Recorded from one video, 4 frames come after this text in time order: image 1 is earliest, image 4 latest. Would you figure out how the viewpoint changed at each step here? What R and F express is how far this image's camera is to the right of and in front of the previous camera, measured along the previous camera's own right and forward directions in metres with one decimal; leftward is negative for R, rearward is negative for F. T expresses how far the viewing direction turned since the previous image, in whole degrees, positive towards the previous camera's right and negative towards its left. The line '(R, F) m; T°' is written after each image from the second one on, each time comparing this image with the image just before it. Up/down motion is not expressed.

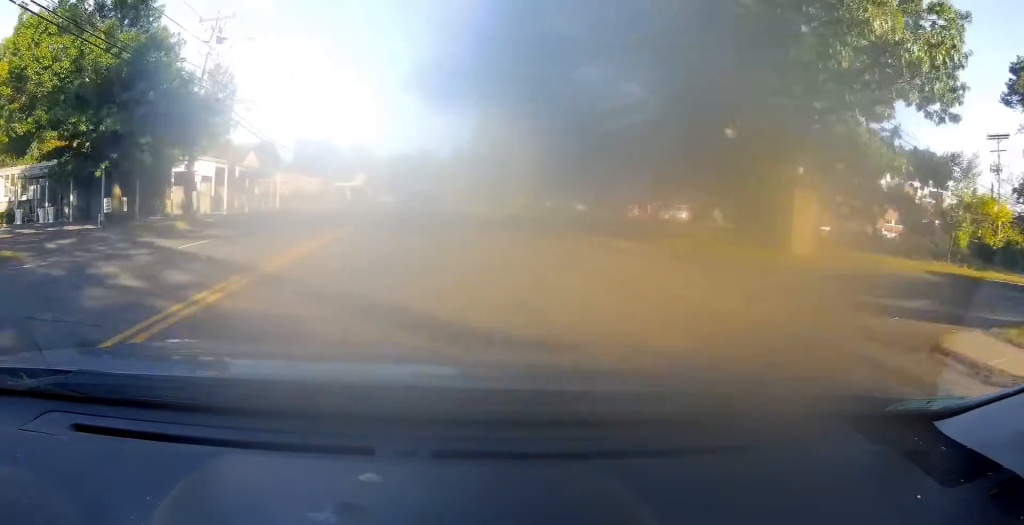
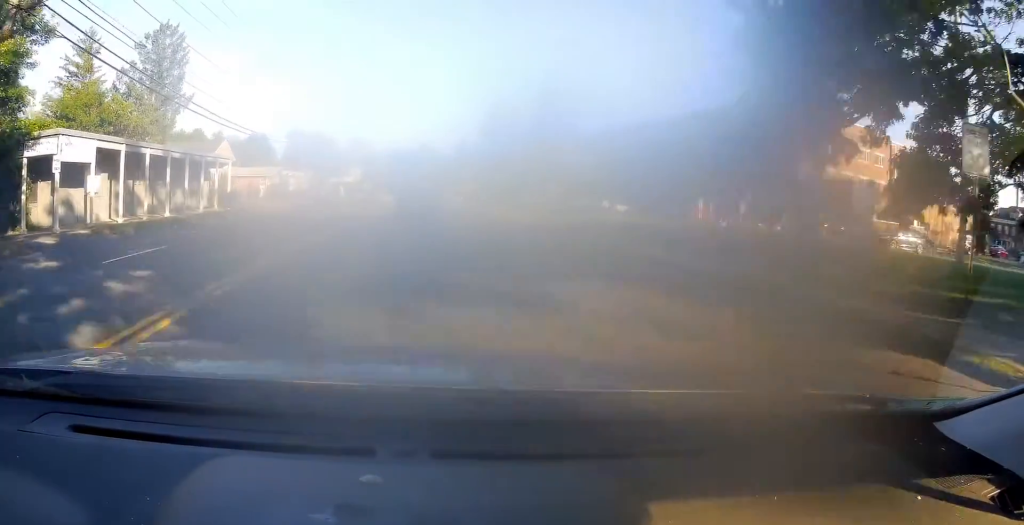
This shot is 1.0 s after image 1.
(0.0, +14.9) m; 0°
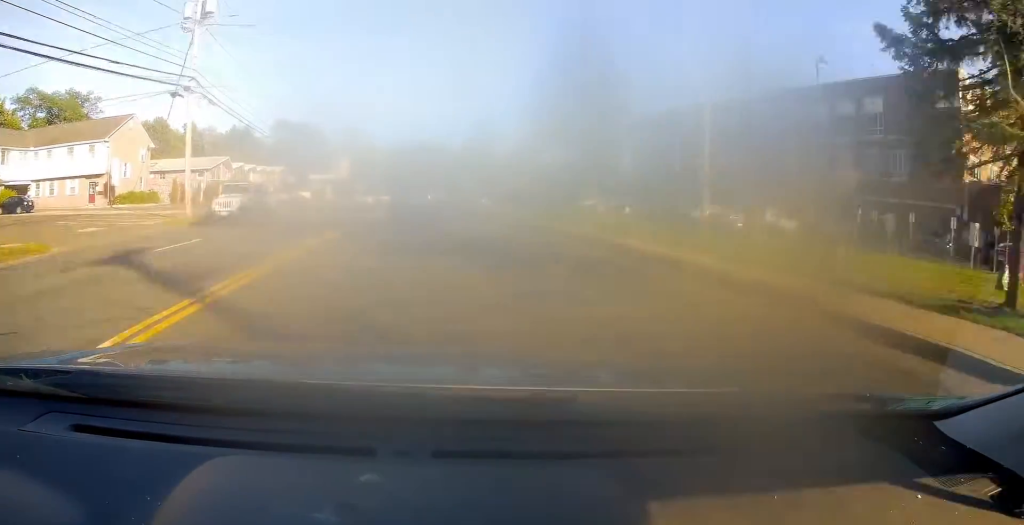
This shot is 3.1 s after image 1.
(-0.1, +31.5) m; -1°
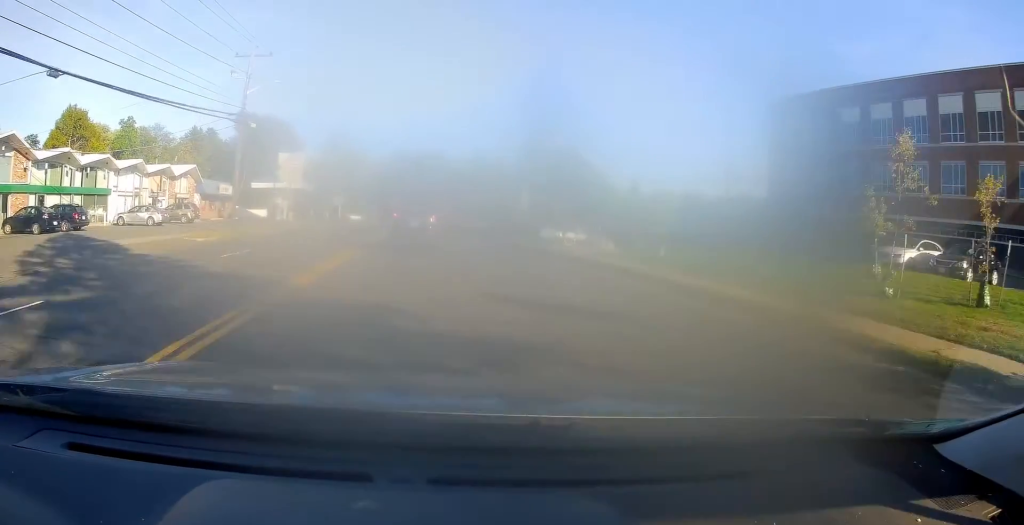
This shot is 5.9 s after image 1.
(0.0, +44.9) m; 0°
